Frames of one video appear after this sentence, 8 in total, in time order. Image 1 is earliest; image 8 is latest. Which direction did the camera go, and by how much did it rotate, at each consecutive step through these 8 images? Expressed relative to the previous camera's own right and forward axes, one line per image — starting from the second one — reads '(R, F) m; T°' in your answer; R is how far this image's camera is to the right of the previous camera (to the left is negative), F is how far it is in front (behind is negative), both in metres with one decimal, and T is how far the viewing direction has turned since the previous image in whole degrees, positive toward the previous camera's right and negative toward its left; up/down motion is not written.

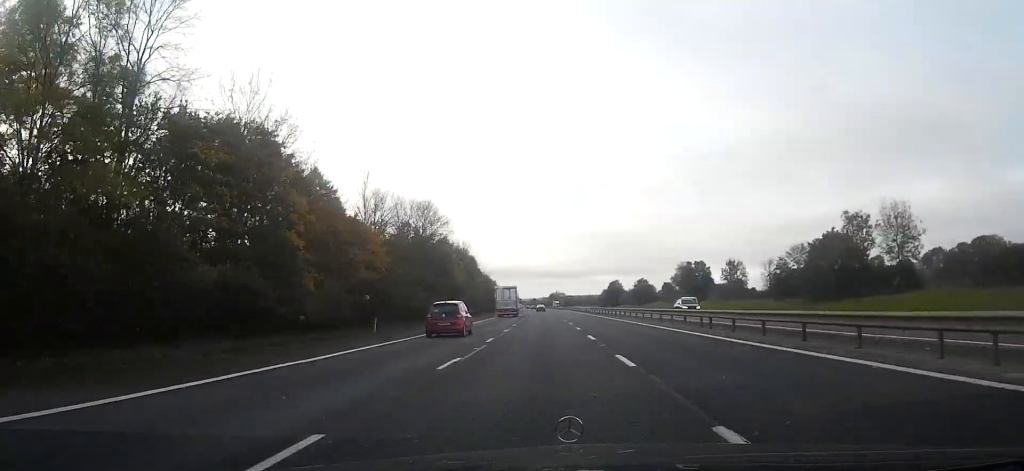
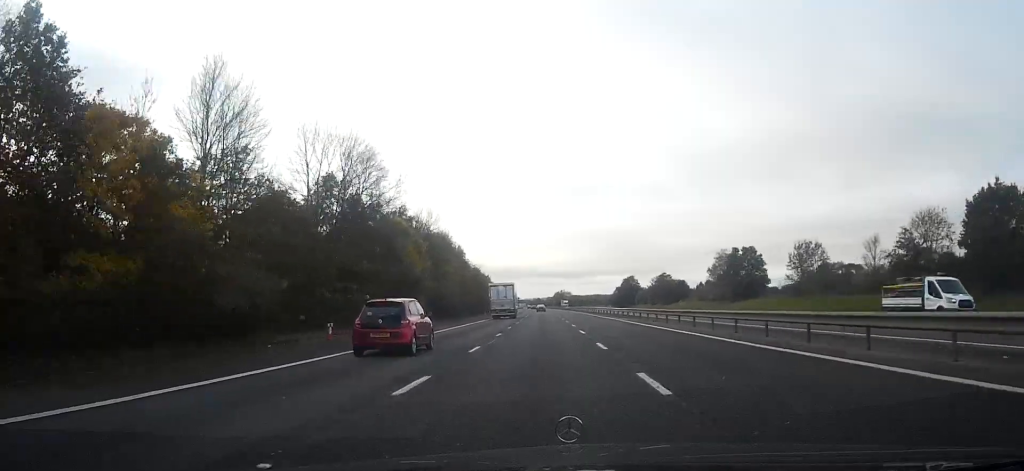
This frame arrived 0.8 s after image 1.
(-0.2, +31.0) m; -1°
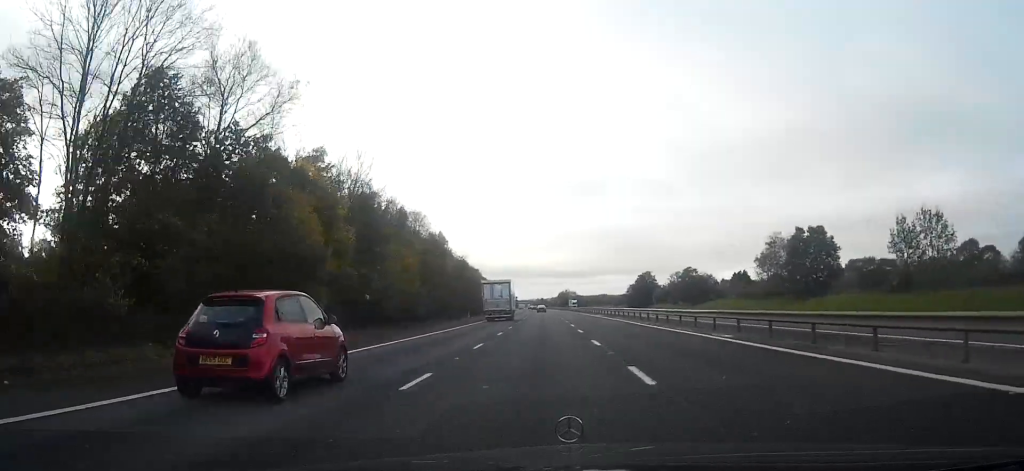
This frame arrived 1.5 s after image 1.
(-0.2, +26.2) m; -1°
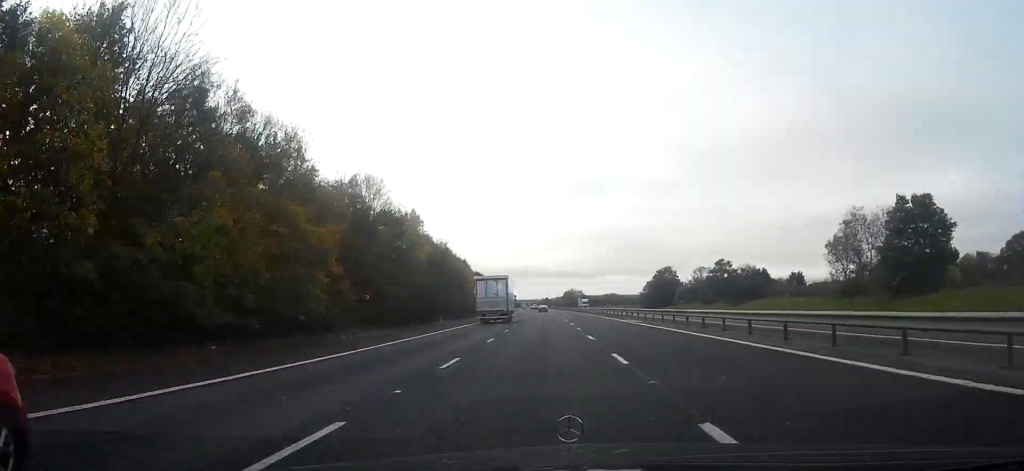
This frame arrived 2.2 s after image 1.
(-0.1, +23.7) m; 0°
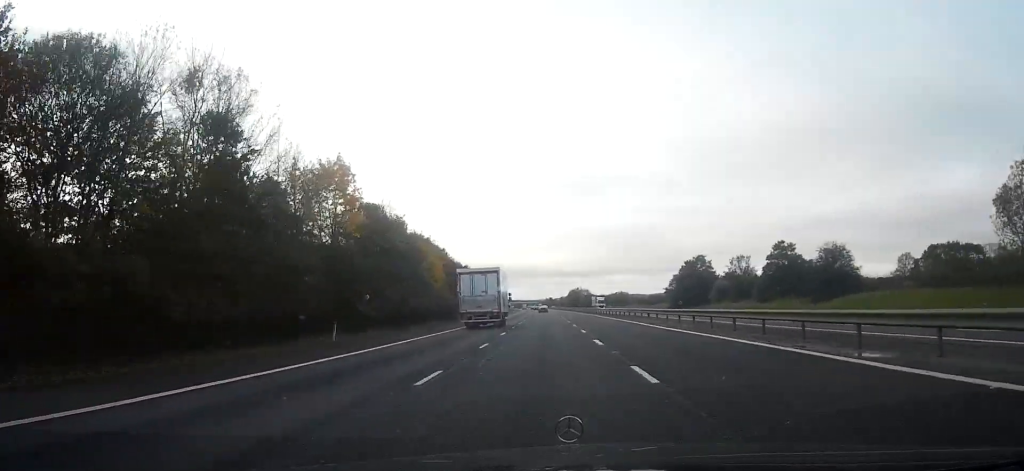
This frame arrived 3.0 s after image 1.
(-0.1, +30.0) m; 0°
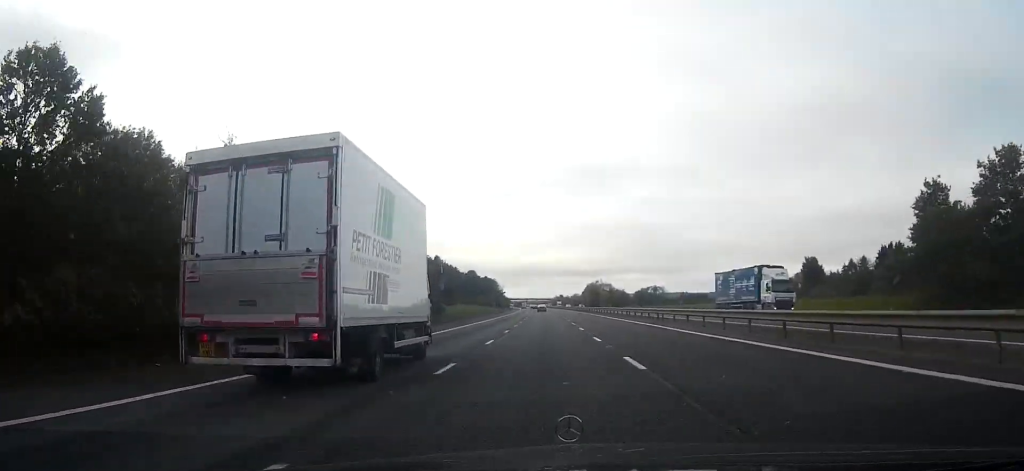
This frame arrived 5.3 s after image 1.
(-0.6, +87.9) m; -1°
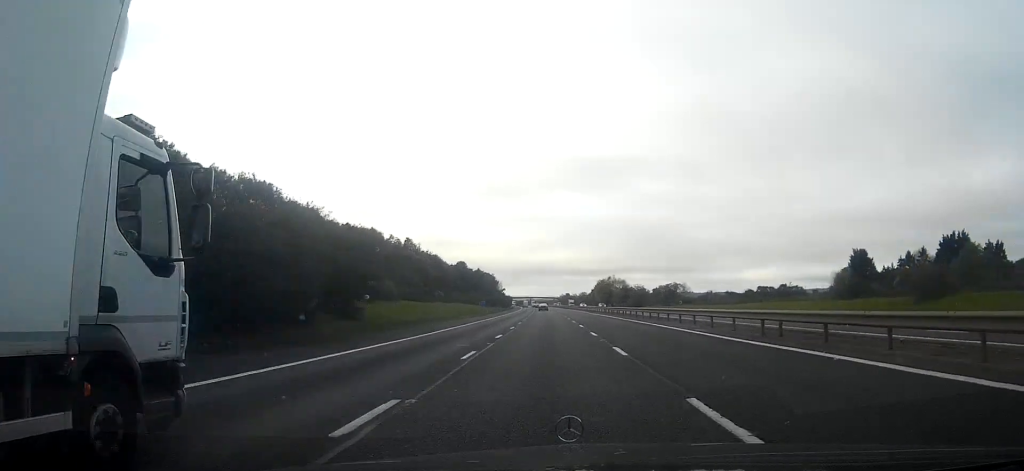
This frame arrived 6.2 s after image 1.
(-0.2, +33.1) m; 0°
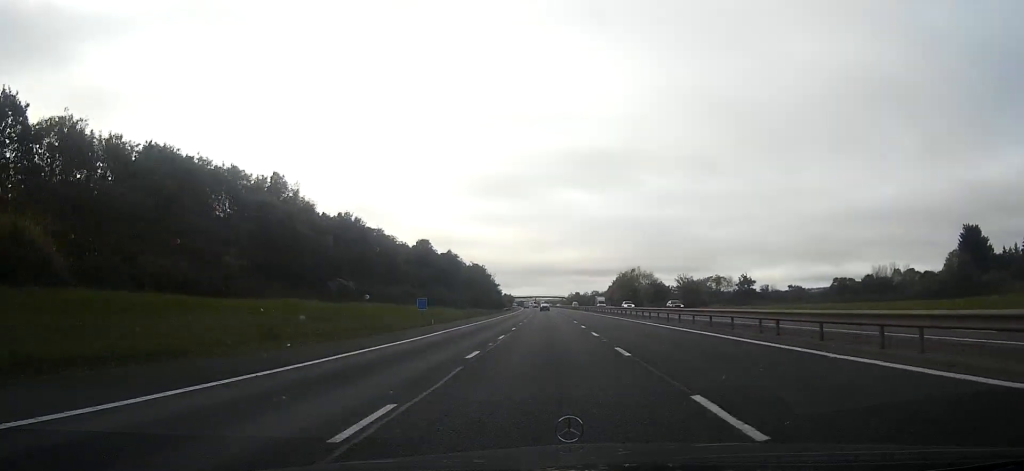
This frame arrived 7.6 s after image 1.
(-0.2, +53.9) m; -1°
